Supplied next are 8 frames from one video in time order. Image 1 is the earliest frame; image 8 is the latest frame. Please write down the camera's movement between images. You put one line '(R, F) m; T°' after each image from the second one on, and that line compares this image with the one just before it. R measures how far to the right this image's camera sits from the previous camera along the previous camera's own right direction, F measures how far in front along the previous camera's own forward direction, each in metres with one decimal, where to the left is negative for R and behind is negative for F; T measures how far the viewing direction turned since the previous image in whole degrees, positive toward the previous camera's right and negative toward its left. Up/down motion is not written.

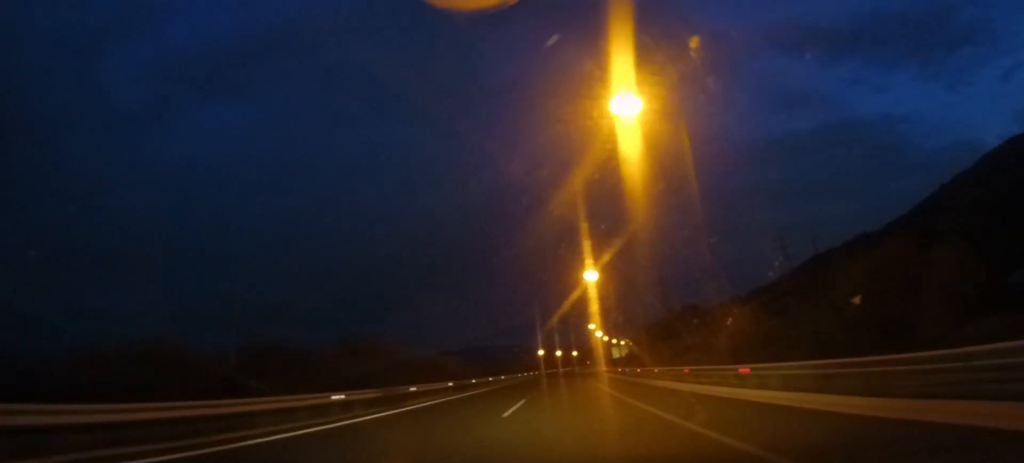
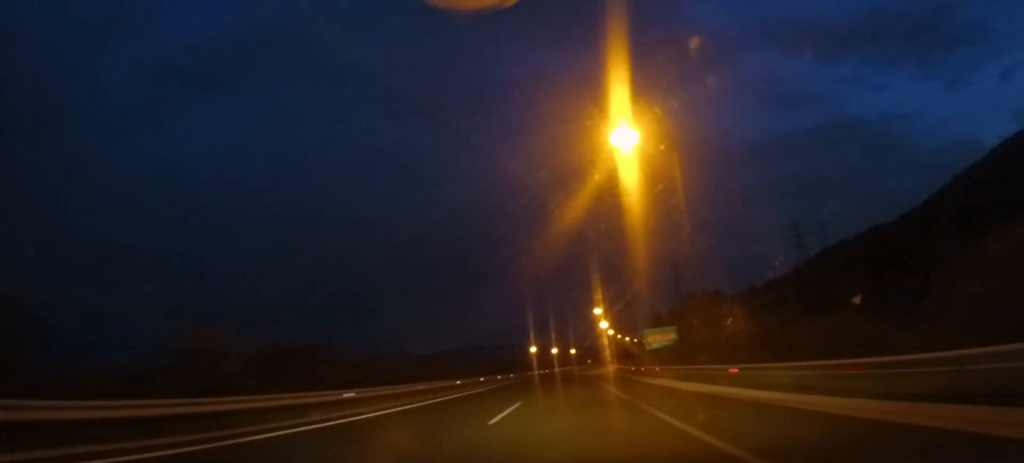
(0.0, +39.3) m; +1°
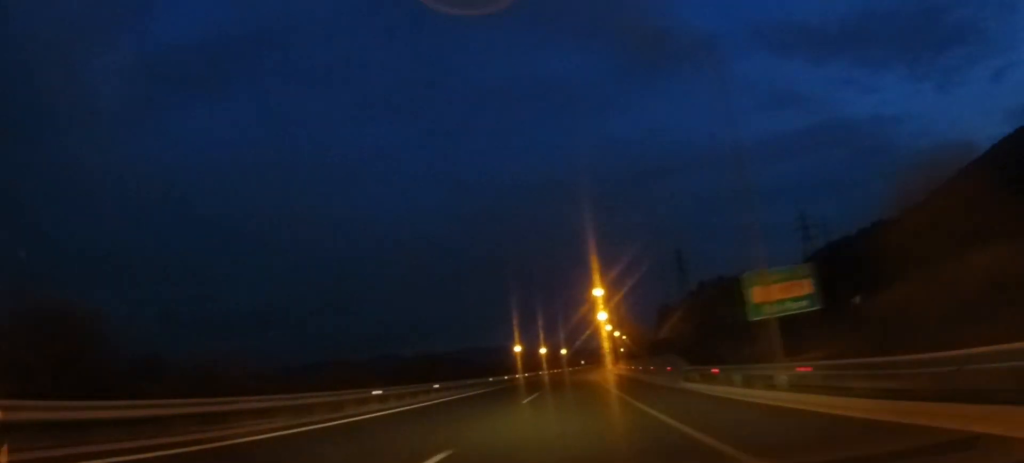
(+0.1, +29.8) m; +1°
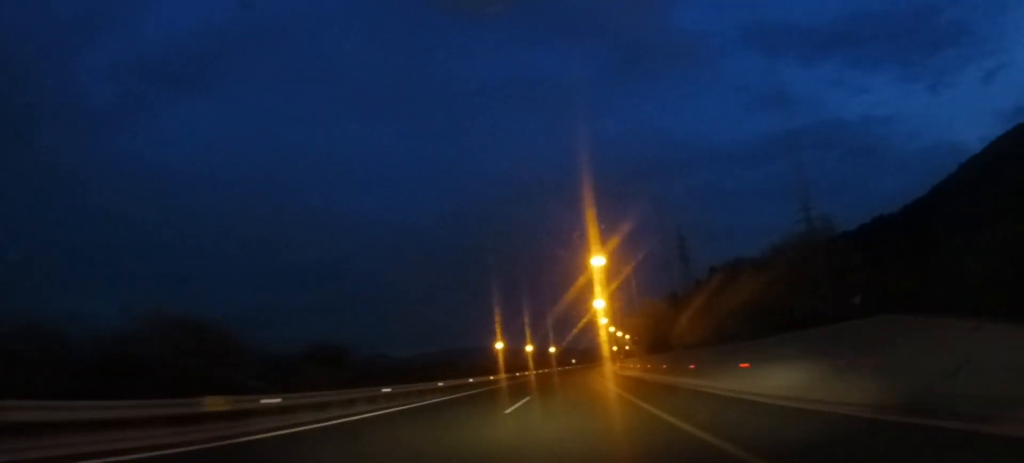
(+0.2, +22.8) m; +1°
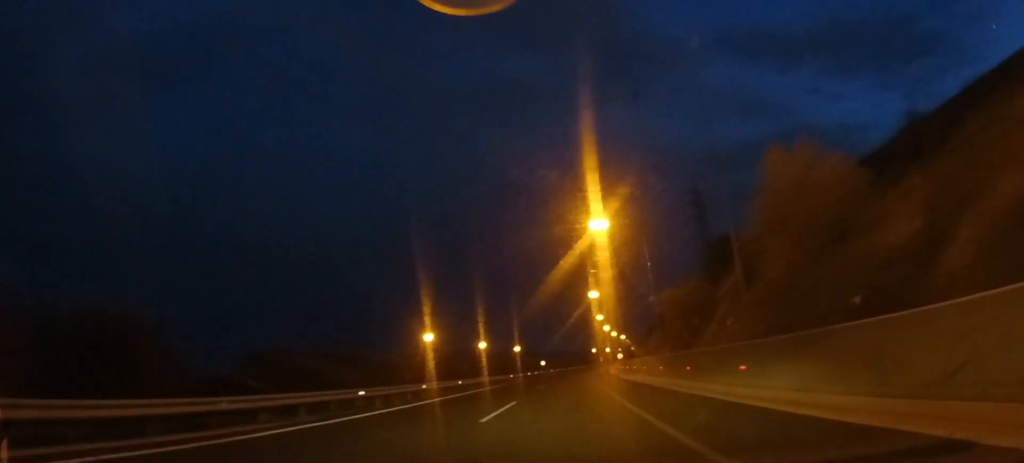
(+1.3, +55.9) m; +2°
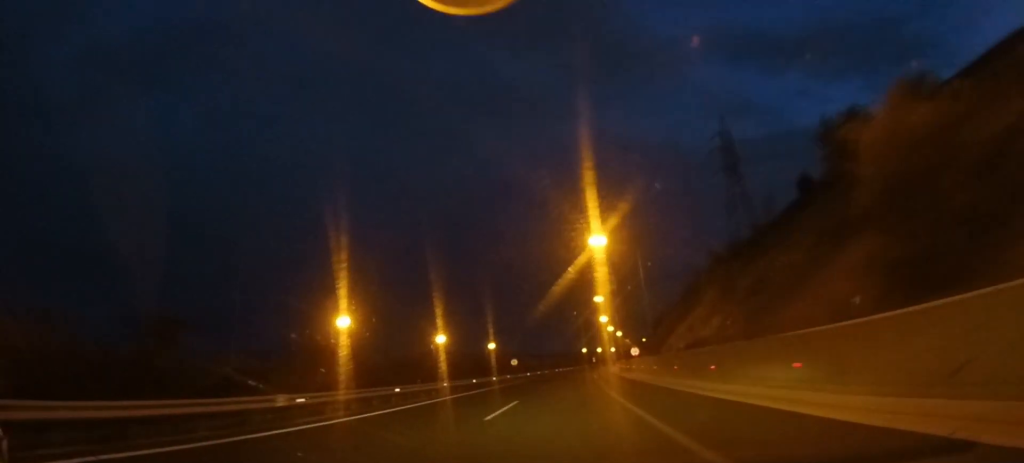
(+0.3, +34.8) m; +1°
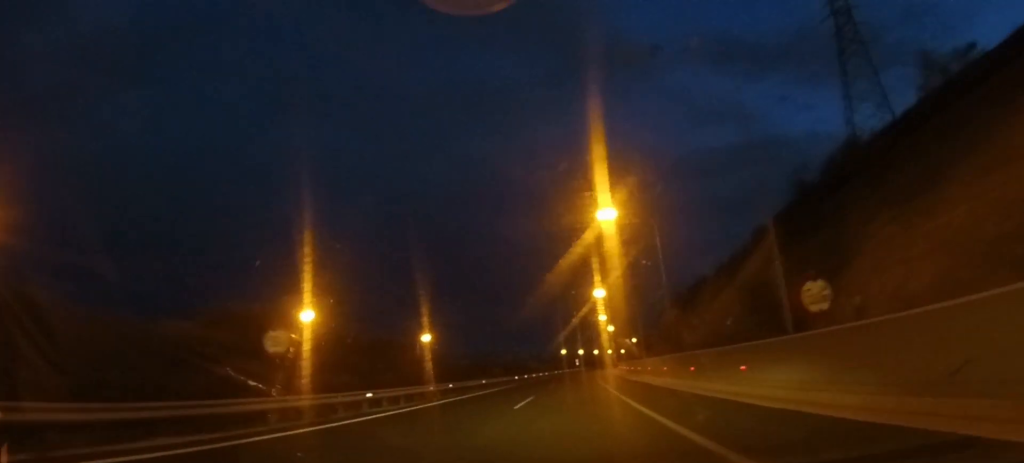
(+0.6, +49.1) m; +3°
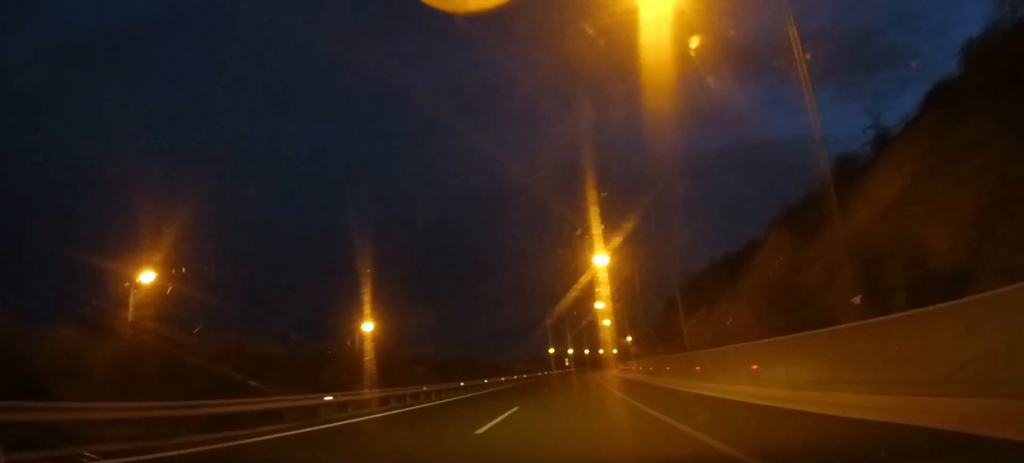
(+0.5, +23.1) m; +2°
